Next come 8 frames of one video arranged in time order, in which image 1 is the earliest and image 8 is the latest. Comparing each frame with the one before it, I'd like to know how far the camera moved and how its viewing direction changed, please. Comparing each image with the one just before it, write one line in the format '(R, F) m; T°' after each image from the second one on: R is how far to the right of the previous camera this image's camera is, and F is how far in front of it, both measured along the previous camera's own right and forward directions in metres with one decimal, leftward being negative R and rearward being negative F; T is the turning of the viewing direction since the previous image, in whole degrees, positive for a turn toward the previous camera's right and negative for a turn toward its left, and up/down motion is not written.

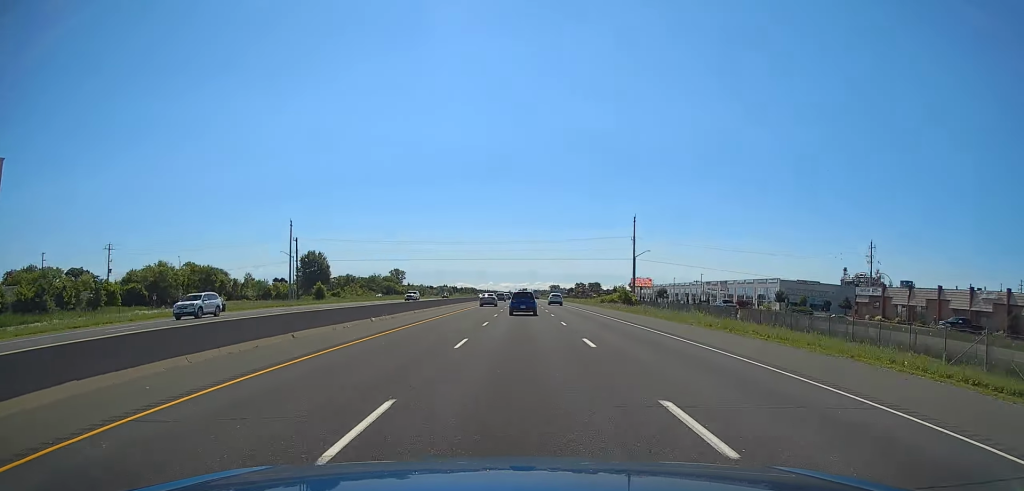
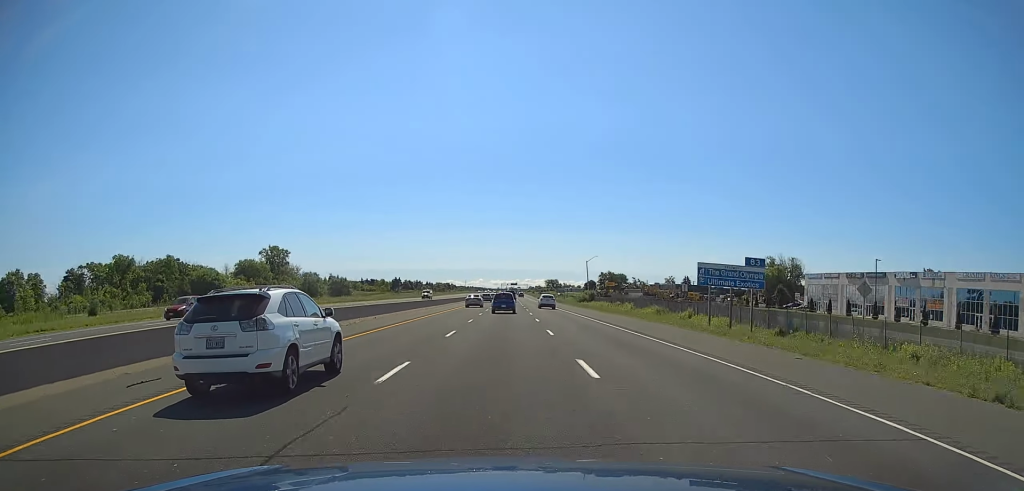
(+1.0, +236.6) m; +1°
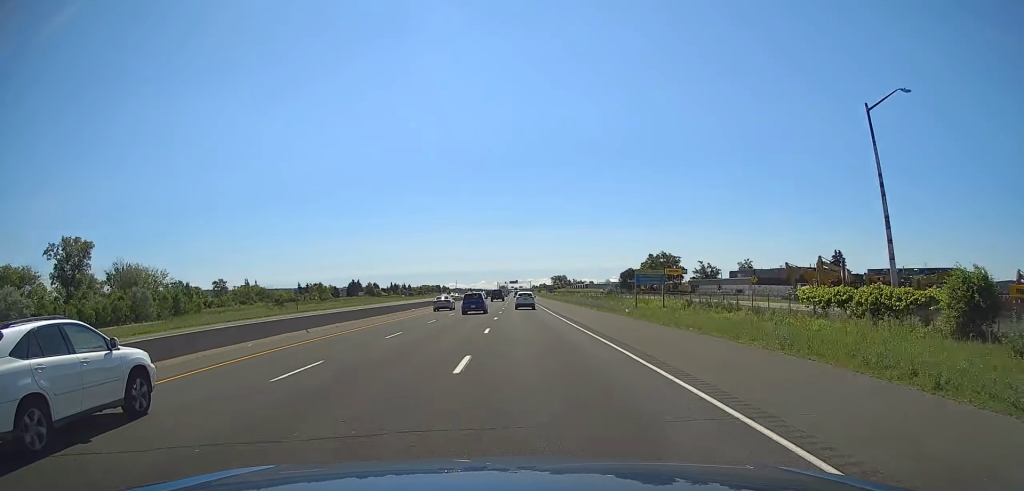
(+0.6, +127.1) m; 0°
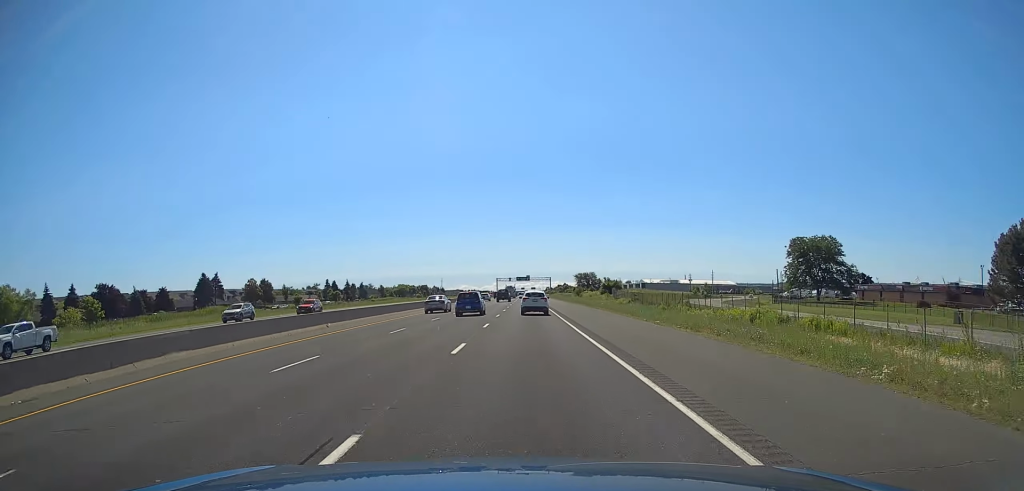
(-2.0, +187.2) m; -1°
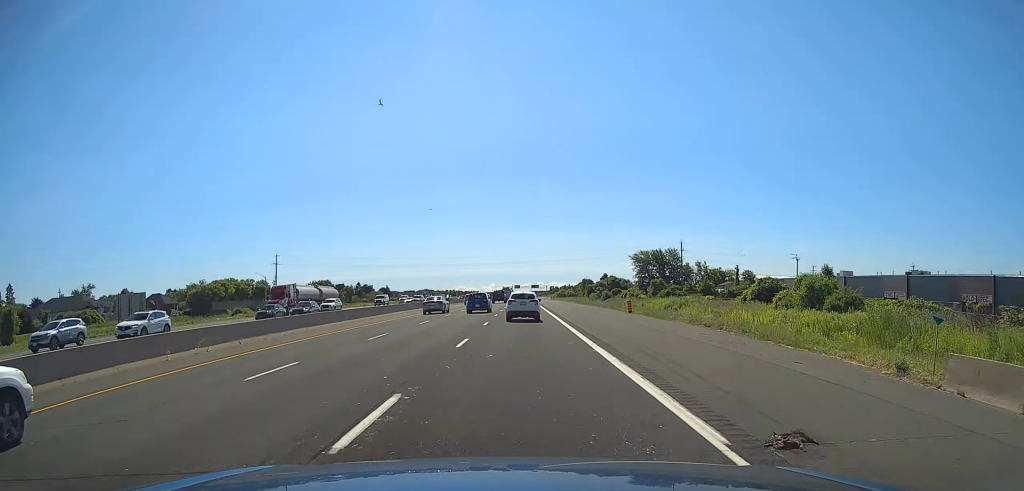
(+1.3, +305.3) m; 0°
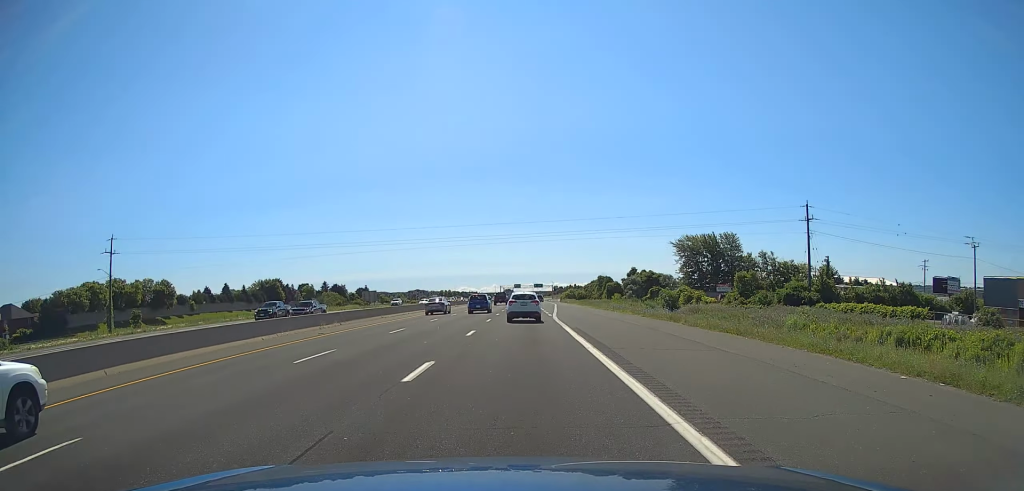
(-0.1, +69.8) m; 0°
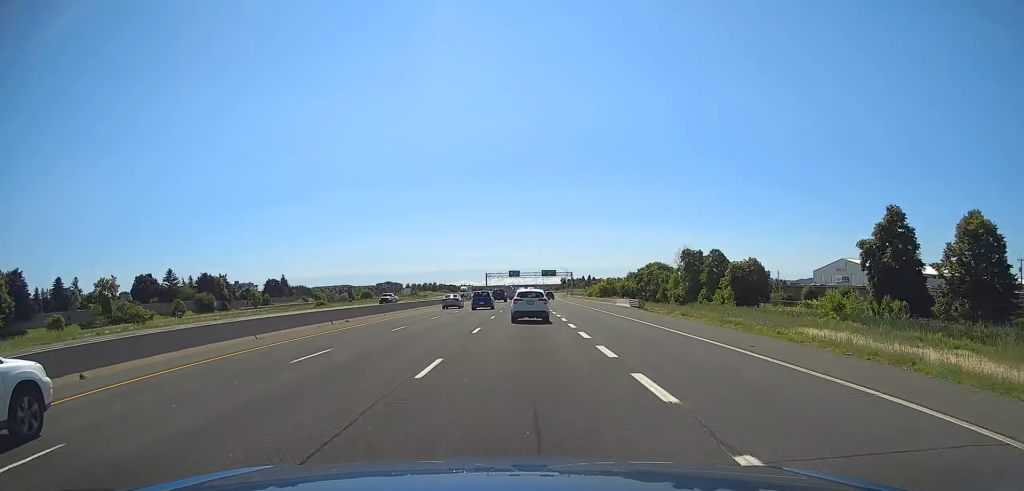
(-0.3, +147.2) m; 0°
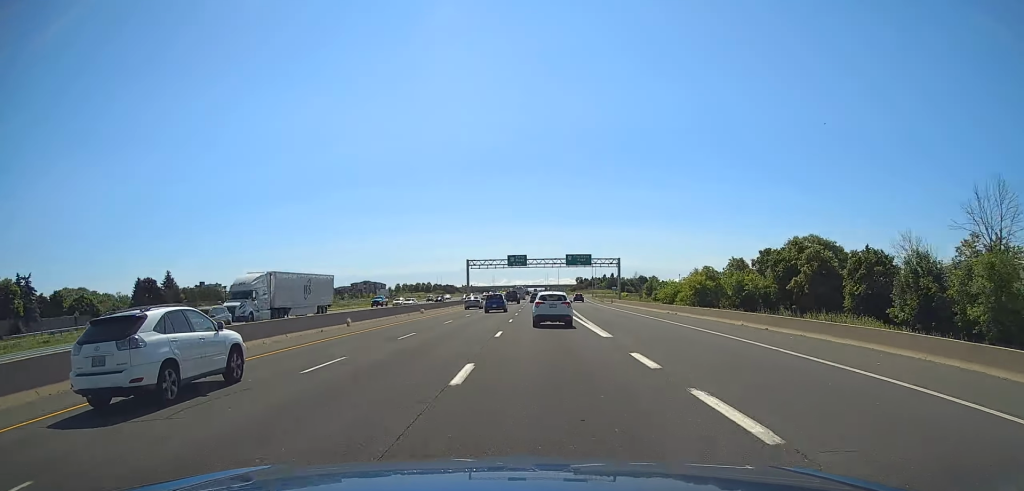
(-0.1, +100.3) m; 0°
